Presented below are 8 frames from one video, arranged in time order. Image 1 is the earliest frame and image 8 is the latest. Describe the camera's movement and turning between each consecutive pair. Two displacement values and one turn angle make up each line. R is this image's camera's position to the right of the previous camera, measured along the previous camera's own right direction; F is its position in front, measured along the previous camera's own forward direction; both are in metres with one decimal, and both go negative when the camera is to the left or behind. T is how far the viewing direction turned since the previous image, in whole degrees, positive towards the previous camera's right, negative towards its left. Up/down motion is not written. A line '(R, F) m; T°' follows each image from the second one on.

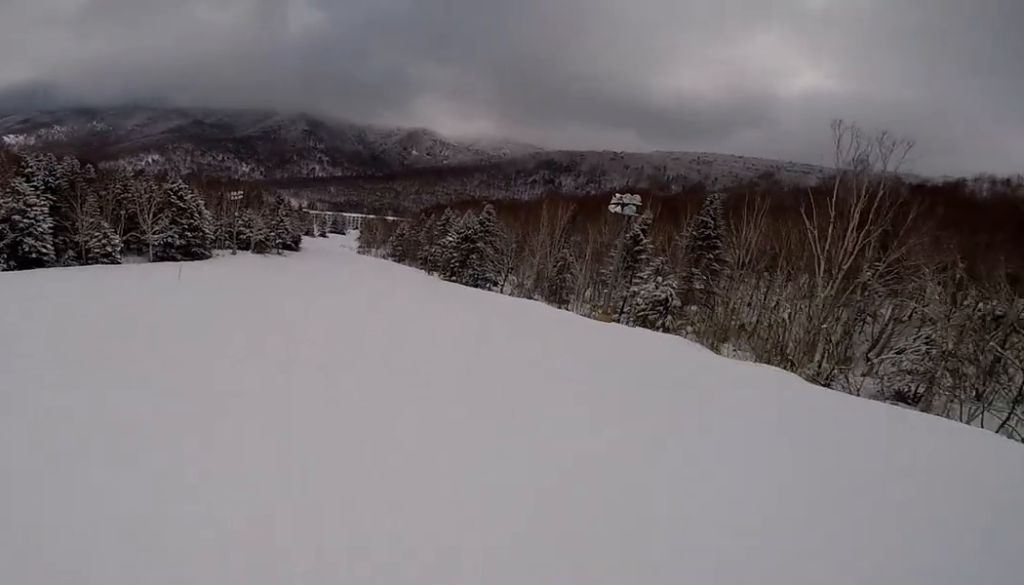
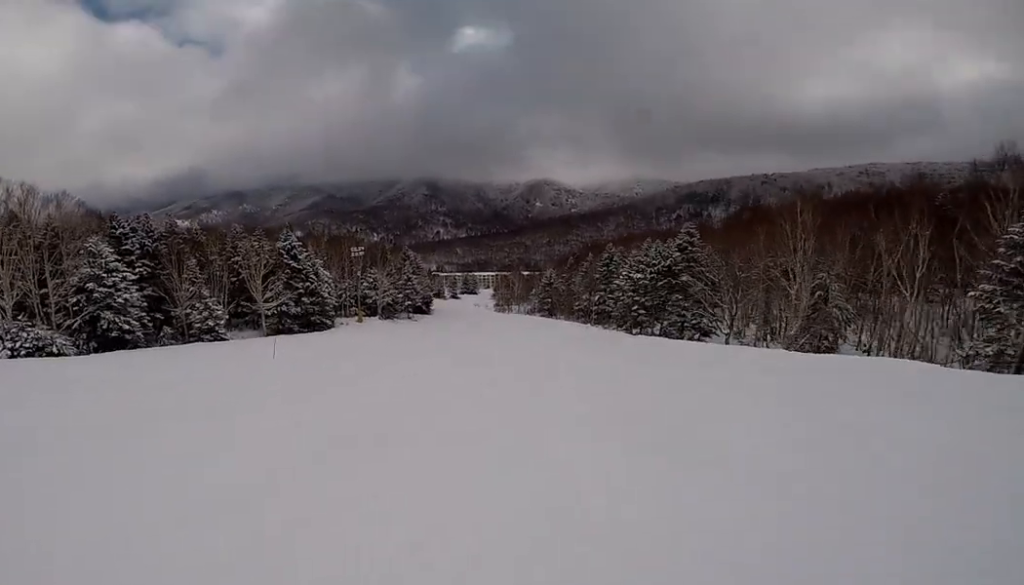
(-3.2, +14.9) m; -14°
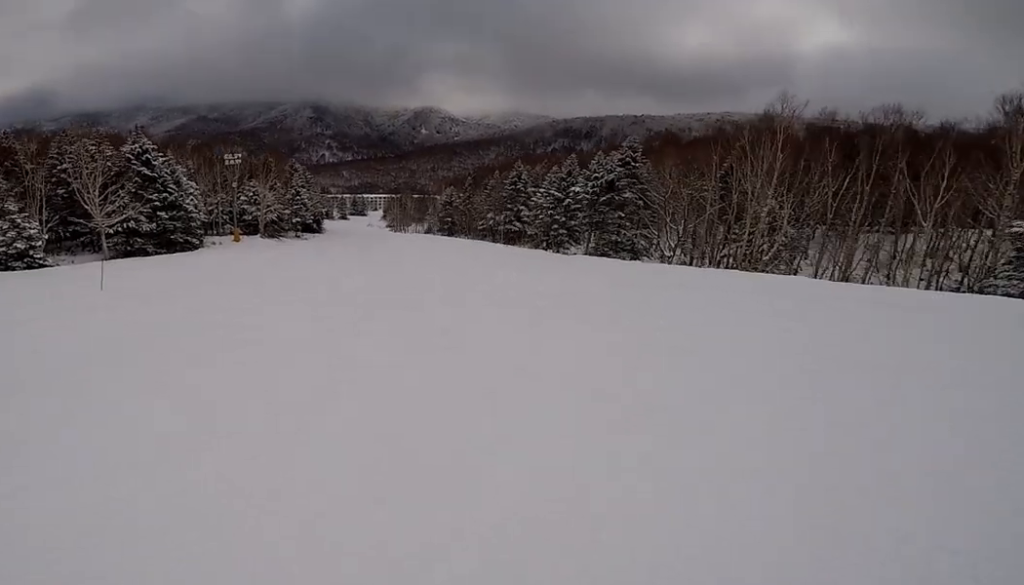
(0.0, +9.0) m; +3°
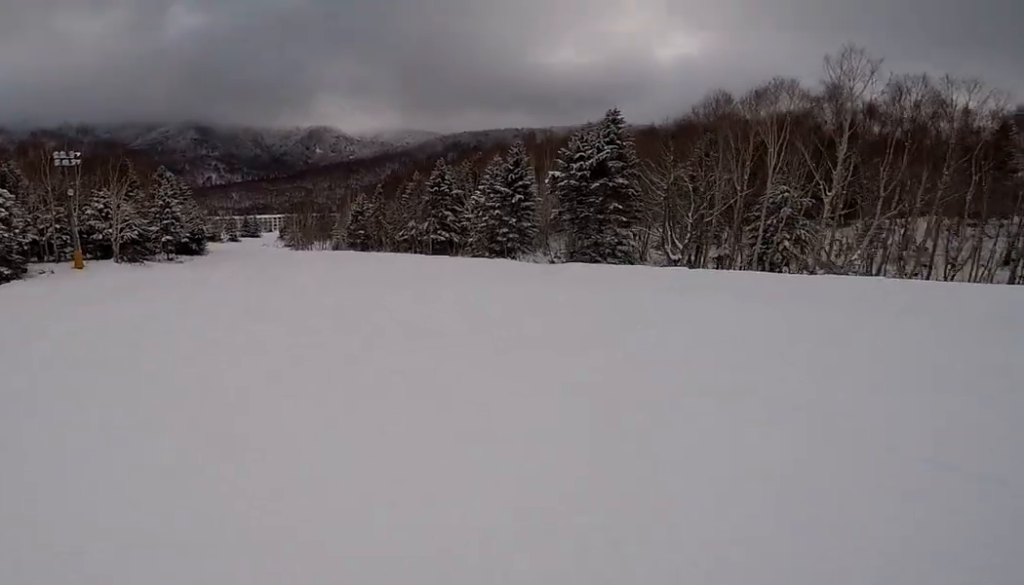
(+1.3, +12.3) m; +14°
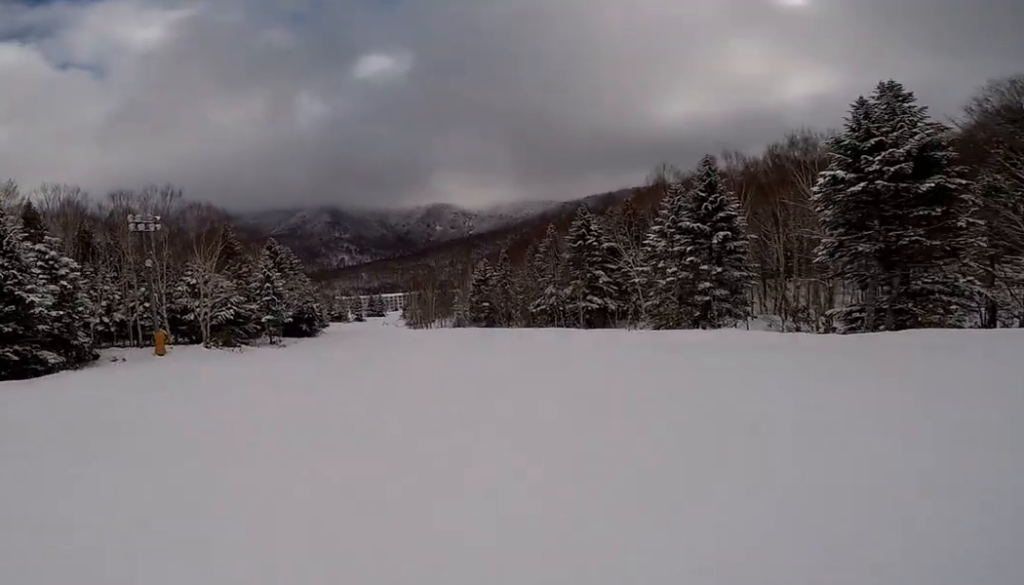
(+1.1, +11.3) m; +3°
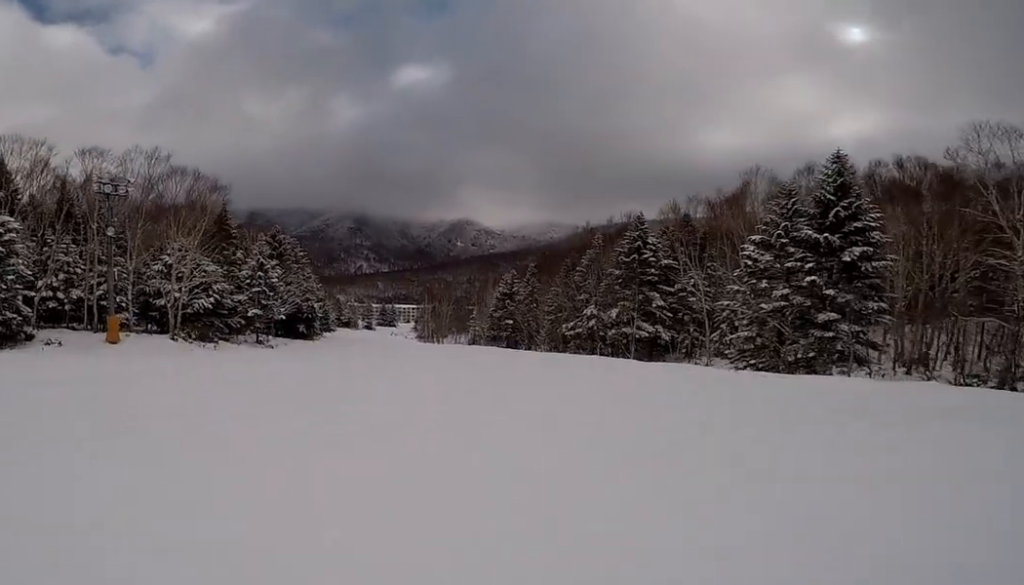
(-0.2, +7.5) m; -4°
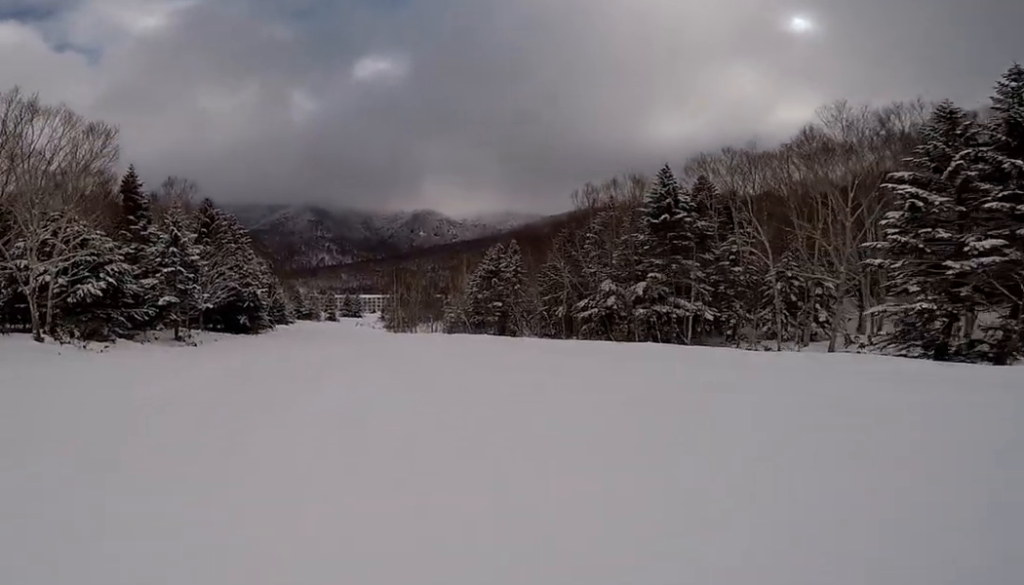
(-0.6, +9.9) m; -5°
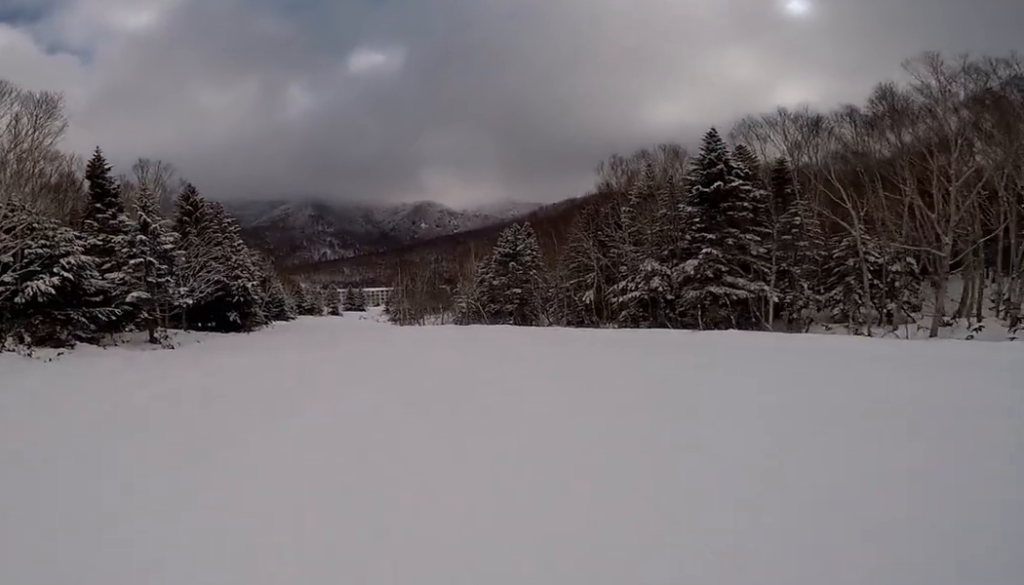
(-0.3, +4.6) m; 0°
